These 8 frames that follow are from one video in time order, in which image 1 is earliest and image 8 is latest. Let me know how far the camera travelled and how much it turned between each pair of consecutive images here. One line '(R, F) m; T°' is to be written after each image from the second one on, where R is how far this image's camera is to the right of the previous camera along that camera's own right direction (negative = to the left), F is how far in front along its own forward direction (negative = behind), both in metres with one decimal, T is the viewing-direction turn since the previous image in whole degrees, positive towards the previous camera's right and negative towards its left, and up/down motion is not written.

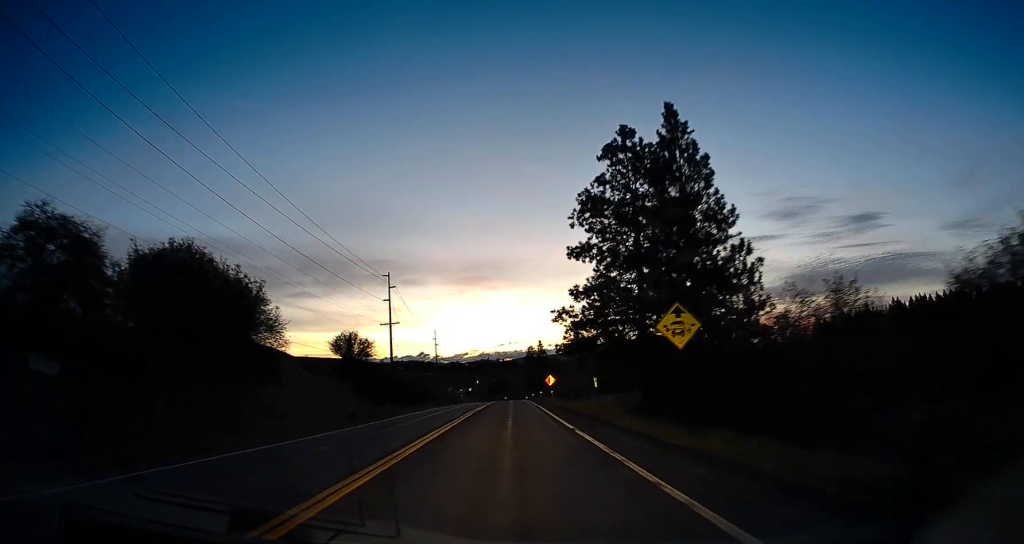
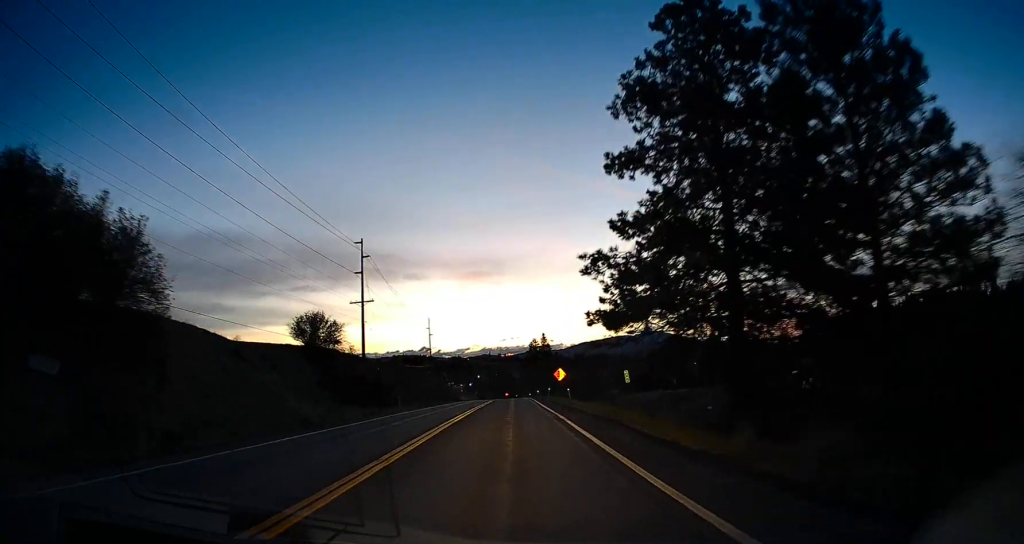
(+0.2, +17.0) m; +1°
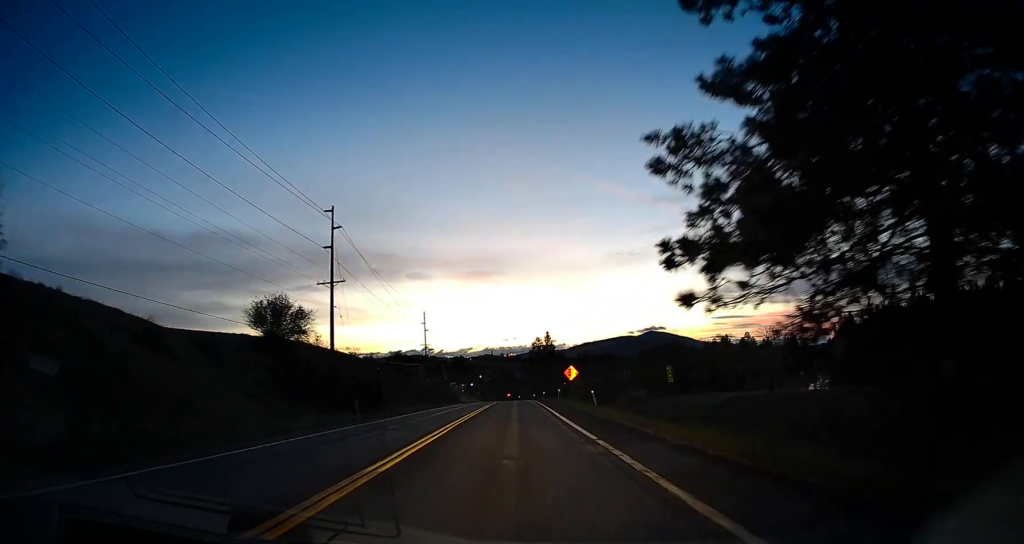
(+0.1, +12.8) m; 0°
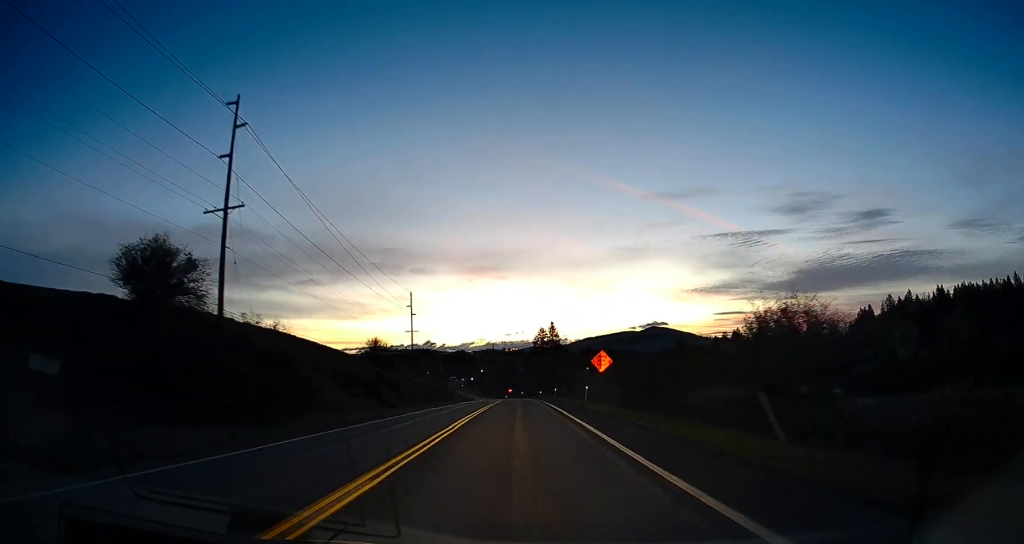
(0.0, +22.7) m; -1°
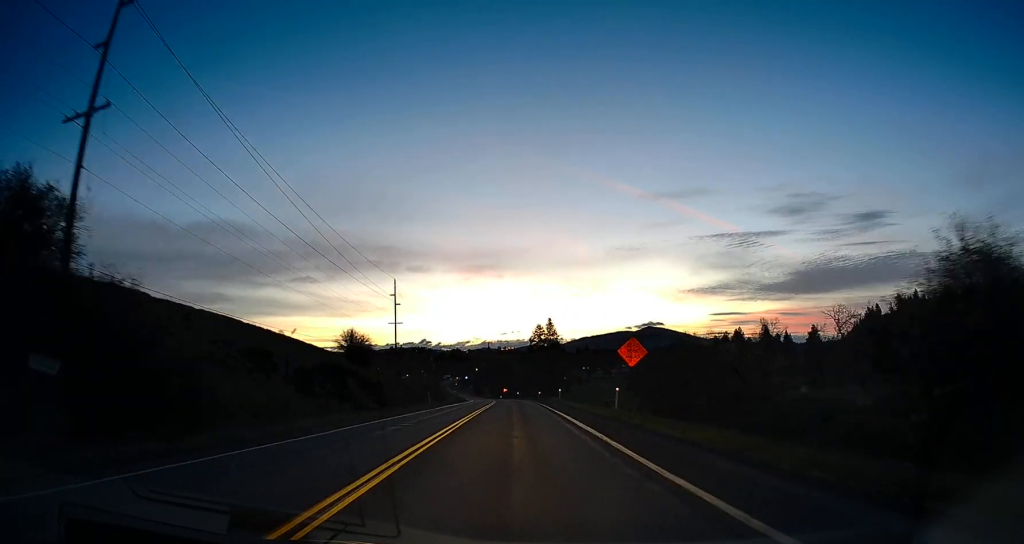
(-0.1, +13.5) m; -1°
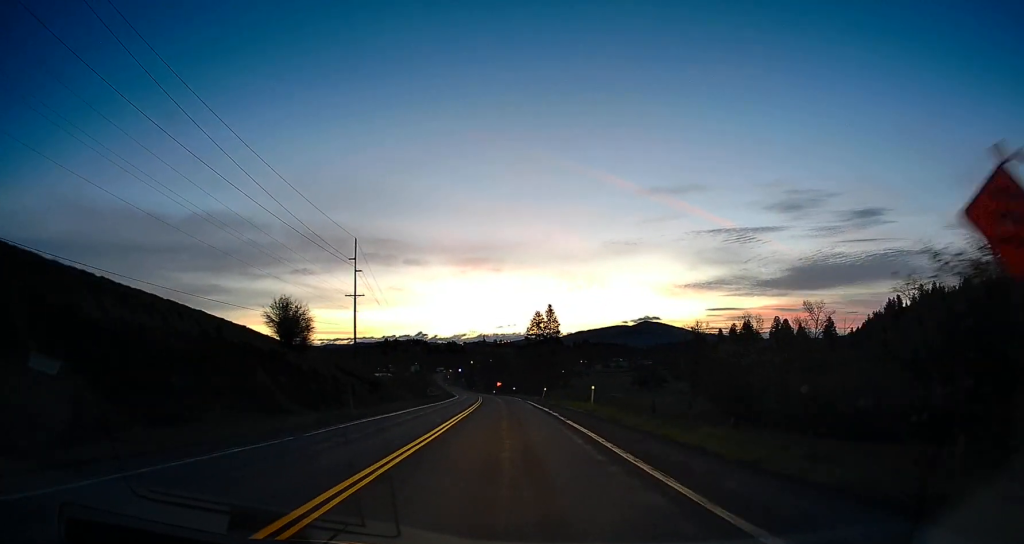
(-0.1, +27.1) m; +1°
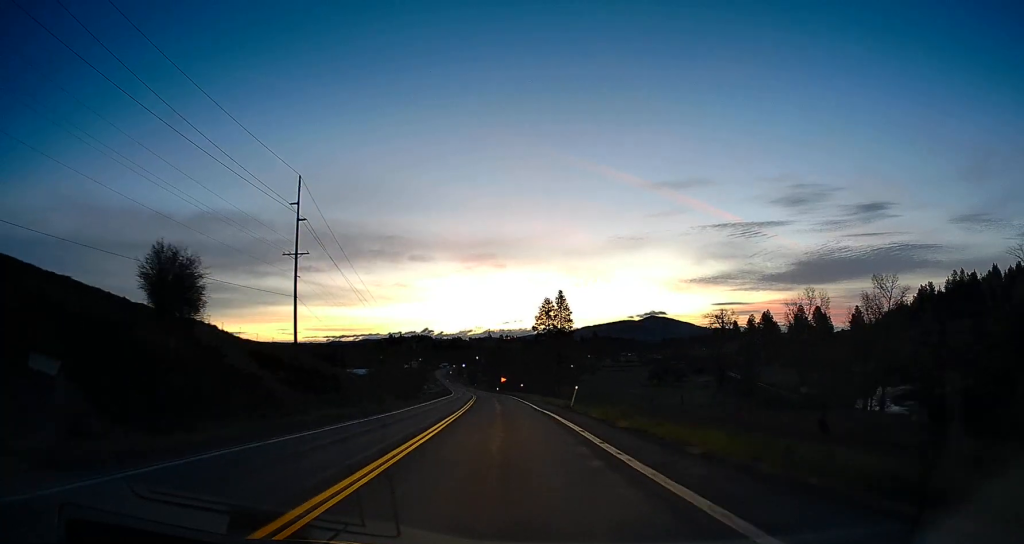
(0.0, +26.5) m; 0°
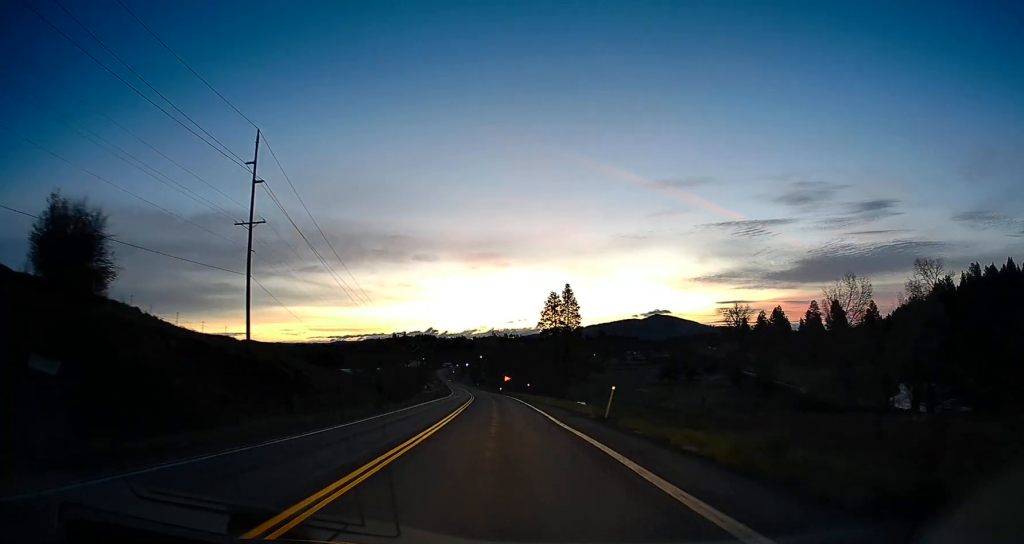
(-0.2, +12.4) m; +1°
